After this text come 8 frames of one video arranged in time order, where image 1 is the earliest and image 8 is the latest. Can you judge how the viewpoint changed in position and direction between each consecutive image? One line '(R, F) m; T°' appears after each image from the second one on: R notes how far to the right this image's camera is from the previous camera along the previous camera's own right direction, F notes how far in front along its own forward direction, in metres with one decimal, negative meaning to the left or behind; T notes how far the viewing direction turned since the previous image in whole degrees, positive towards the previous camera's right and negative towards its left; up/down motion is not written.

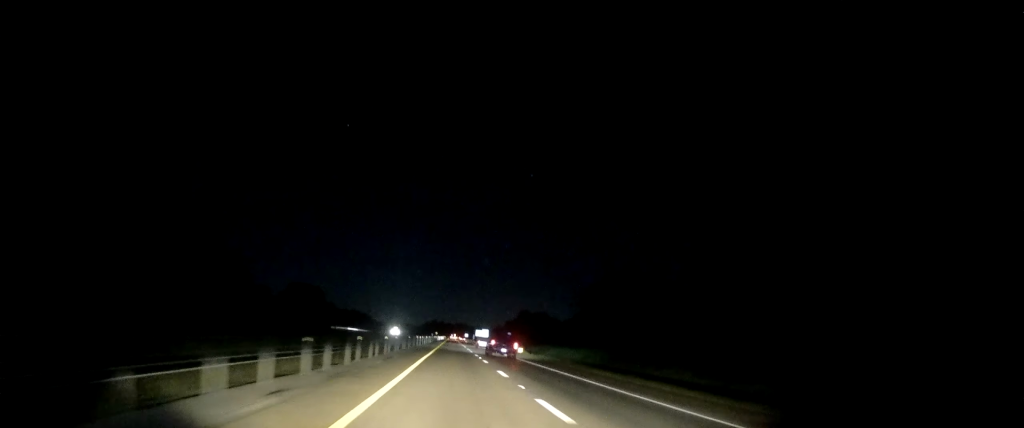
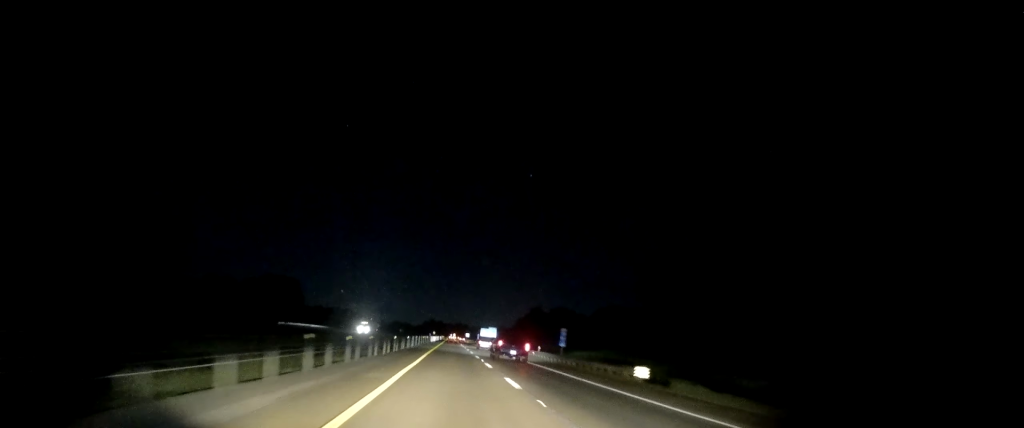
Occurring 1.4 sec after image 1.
(+0.3, +50.3) m; +1°
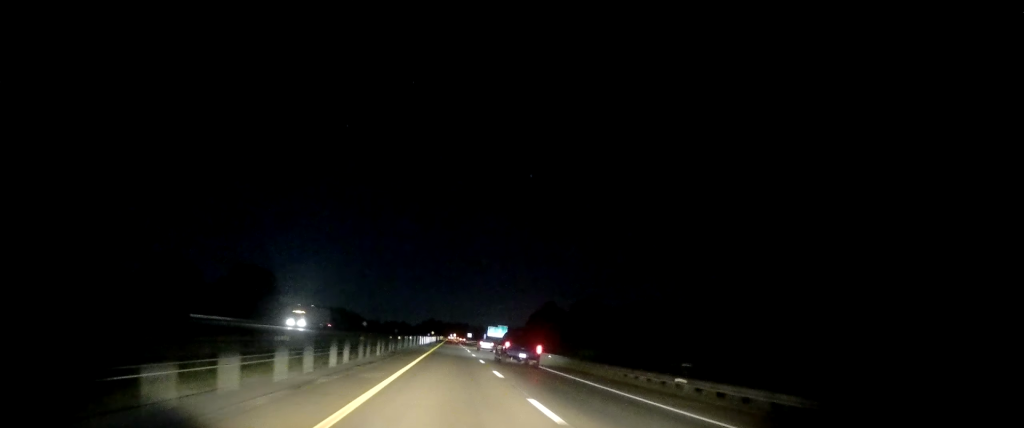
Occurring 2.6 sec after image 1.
(0.0, +42.2) m; 0°
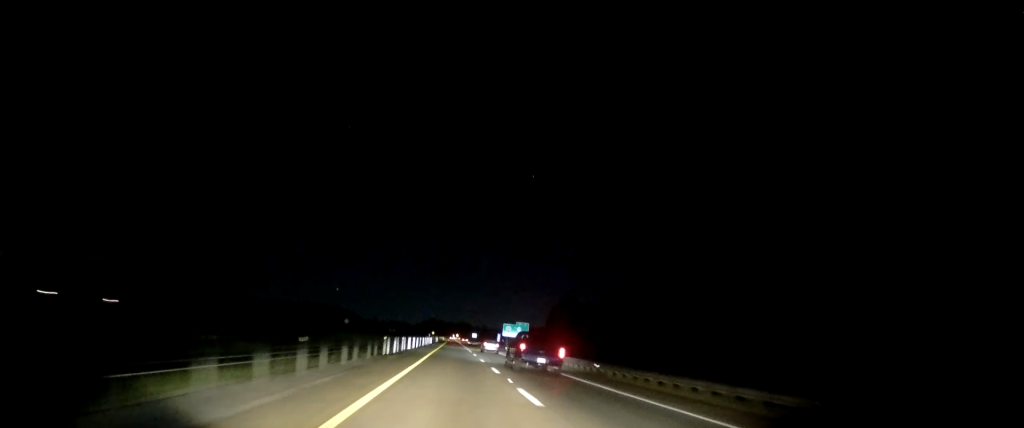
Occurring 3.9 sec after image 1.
(+0.1, +43.3) m; 0°
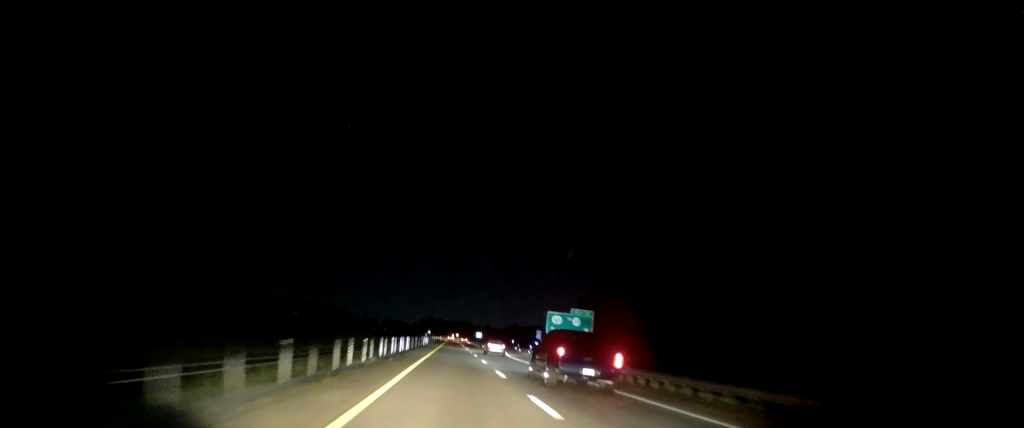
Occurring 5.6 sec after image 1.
(-0.2, +59.3) m; -1°
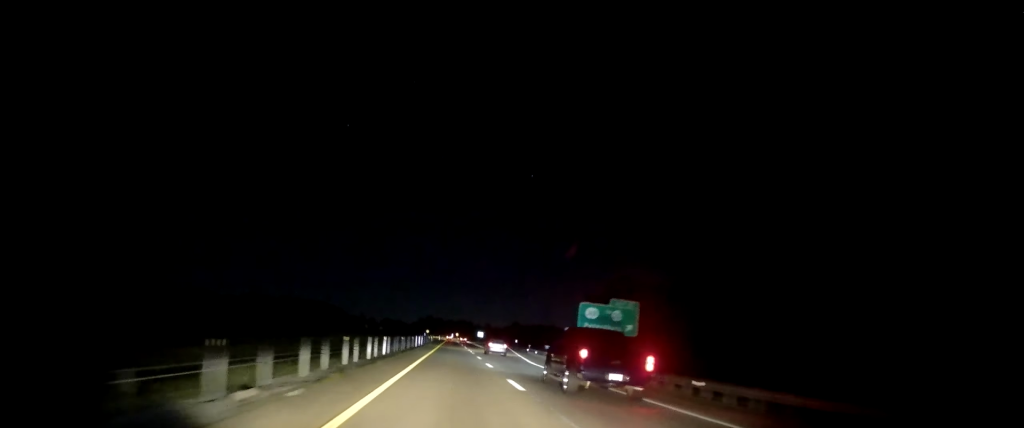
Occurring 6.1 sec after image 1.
(-0.2, +17.3) m; 0°
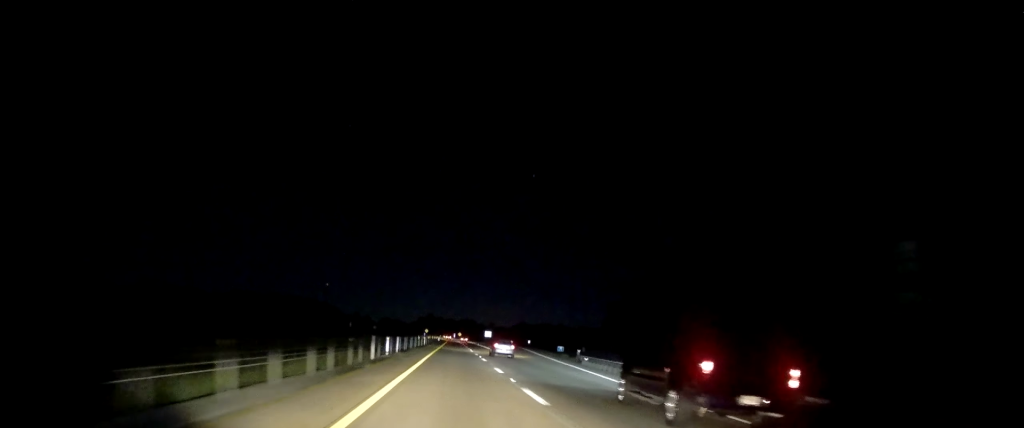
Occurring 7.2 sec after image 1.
(0.0, +38.1) m; +1°
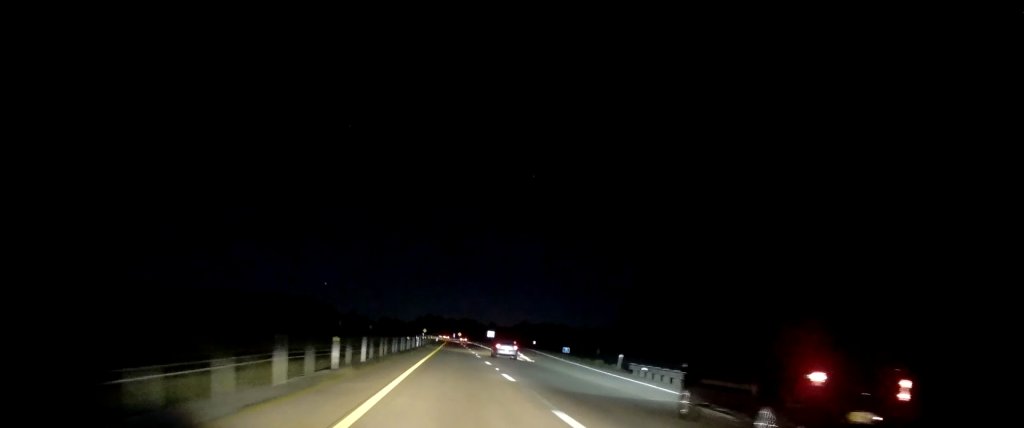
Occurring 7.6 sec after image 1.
(+0.1, +16.1) m; 0°
